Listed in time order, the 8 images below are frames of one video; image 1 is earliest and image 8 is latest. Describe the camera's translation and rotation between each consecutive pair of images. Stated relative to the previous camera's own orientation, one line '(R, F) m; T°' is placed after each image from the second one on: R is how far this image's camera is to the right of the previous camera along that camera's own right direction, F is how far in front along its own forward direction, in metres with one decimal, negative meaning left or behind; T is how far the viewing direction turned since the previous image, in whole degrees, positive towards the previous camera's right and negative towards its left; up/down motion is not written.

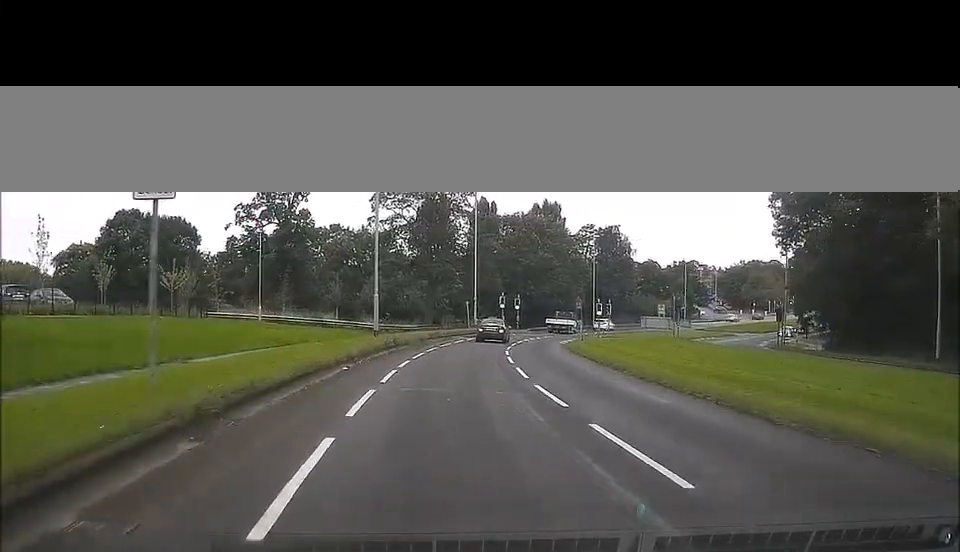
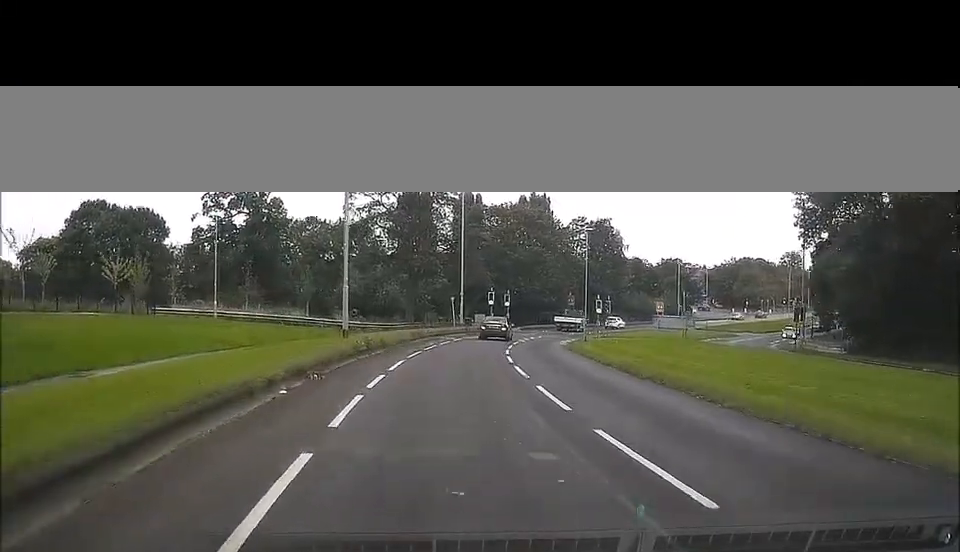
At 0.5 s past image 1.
(+0.1, +7.0) m; +1°
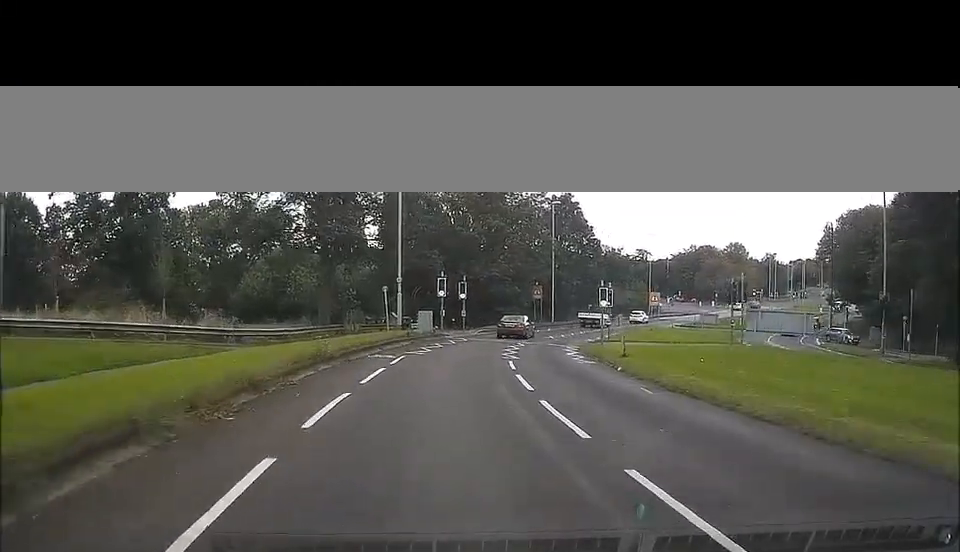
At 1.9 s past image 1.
(+0.6, +21.3) m; +4°
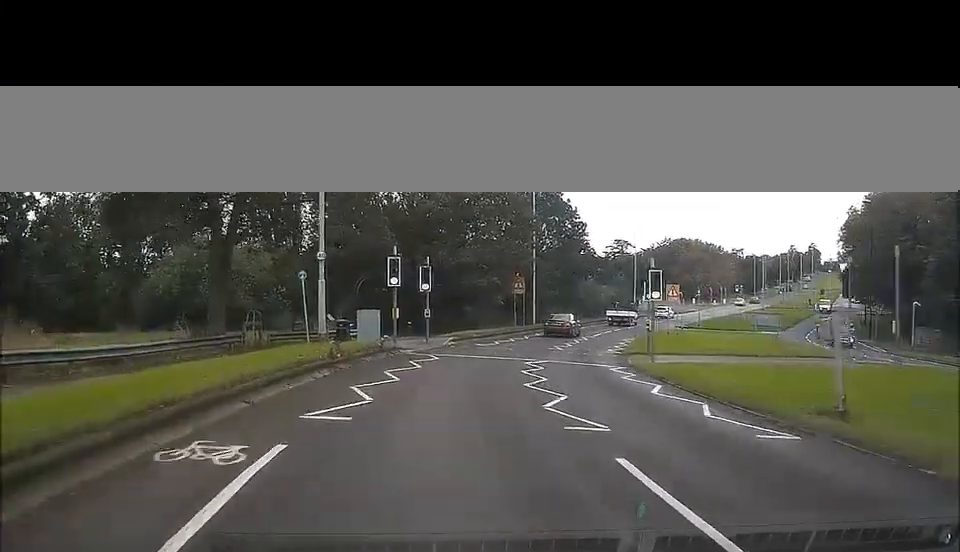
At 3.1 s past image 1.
(+0.6, +17.1) m; +5°
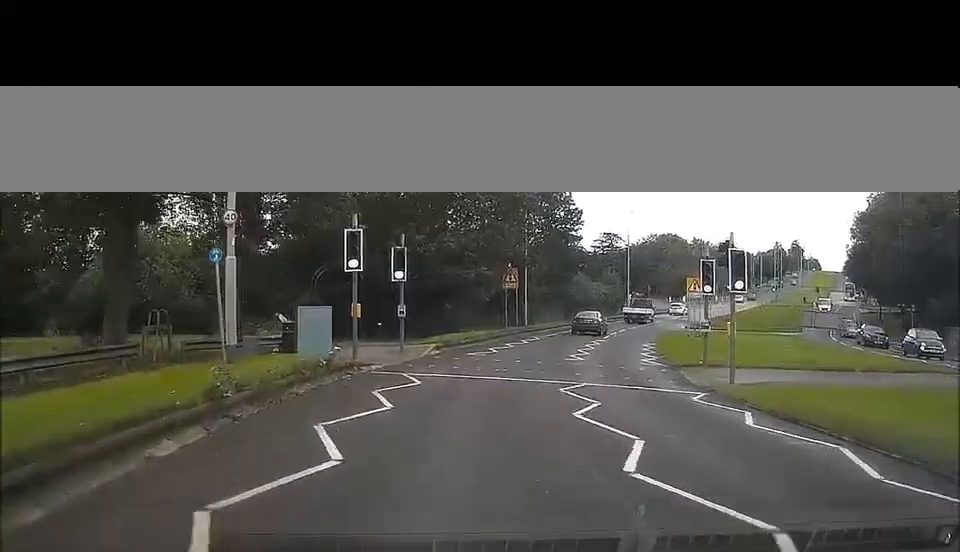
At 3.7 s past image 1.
(+0.4, +9.1) m; +2°
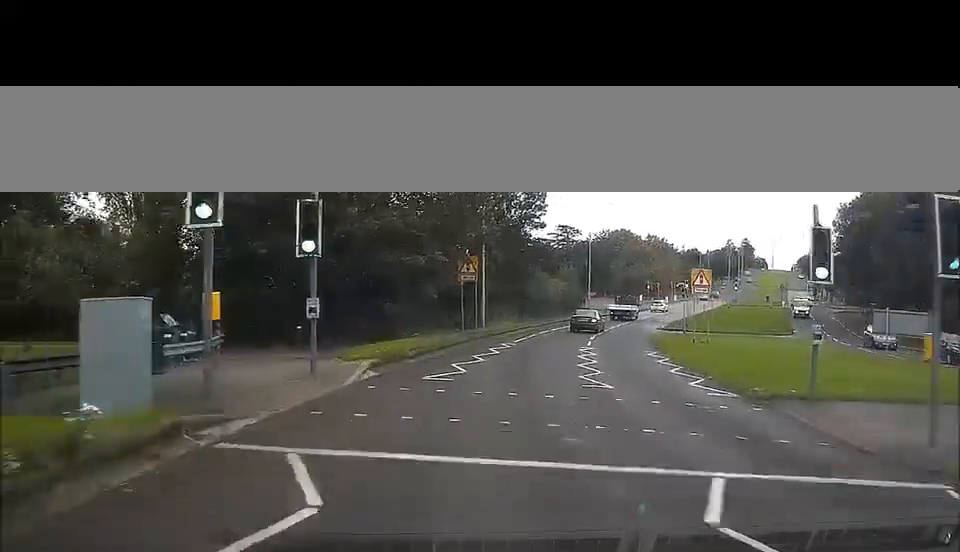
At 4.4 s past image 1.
(+0.2, +10.0) m; +3°
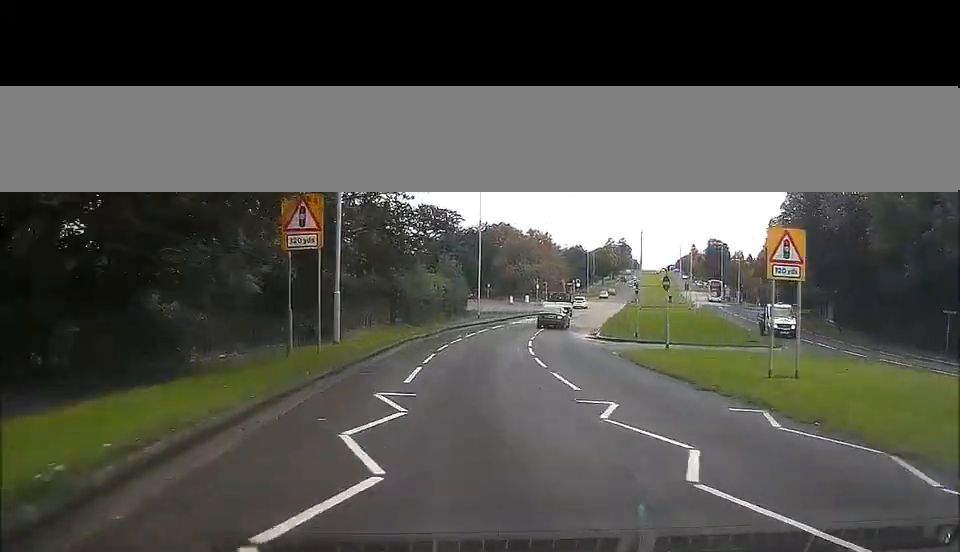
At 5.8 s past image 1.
(+1.3, +19.7) m; +8°
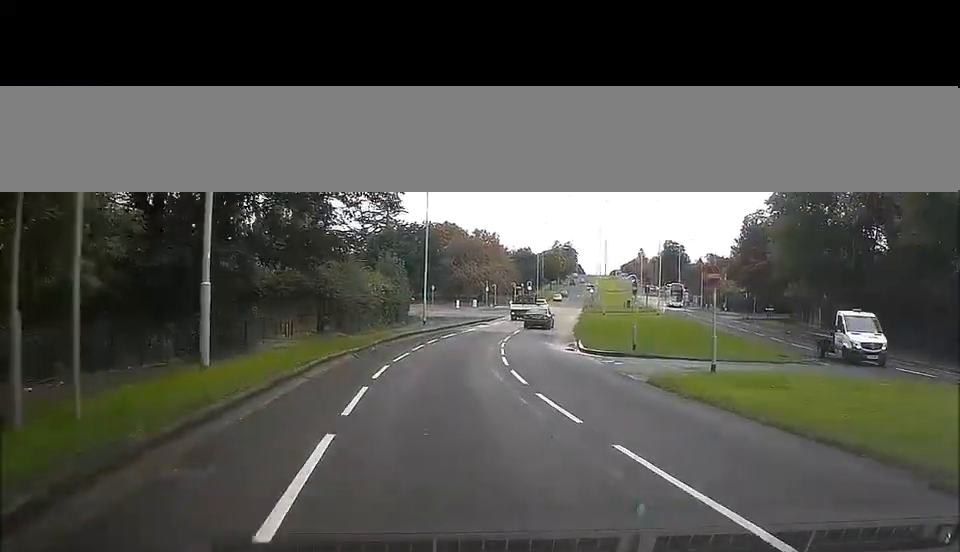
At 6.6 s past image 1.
(+0.4, +10.3) m; +5°
